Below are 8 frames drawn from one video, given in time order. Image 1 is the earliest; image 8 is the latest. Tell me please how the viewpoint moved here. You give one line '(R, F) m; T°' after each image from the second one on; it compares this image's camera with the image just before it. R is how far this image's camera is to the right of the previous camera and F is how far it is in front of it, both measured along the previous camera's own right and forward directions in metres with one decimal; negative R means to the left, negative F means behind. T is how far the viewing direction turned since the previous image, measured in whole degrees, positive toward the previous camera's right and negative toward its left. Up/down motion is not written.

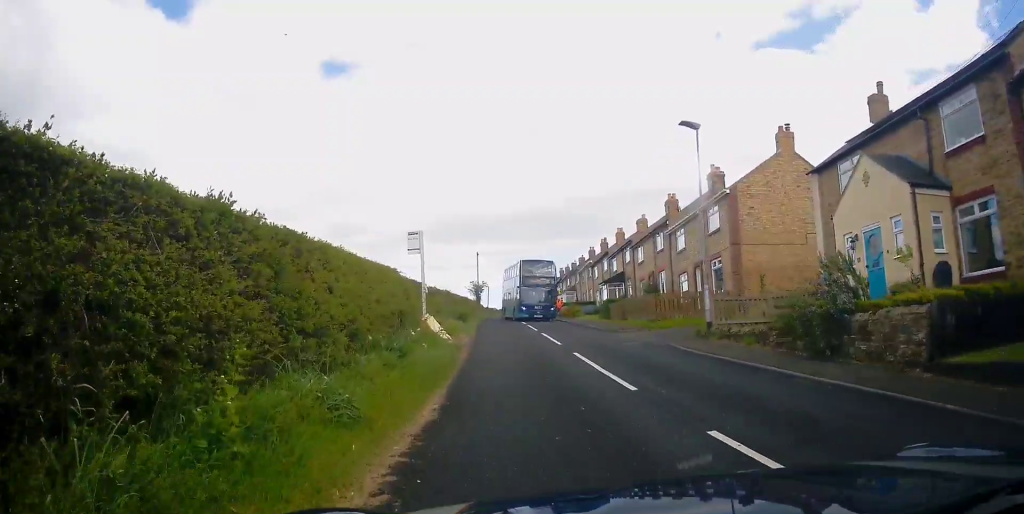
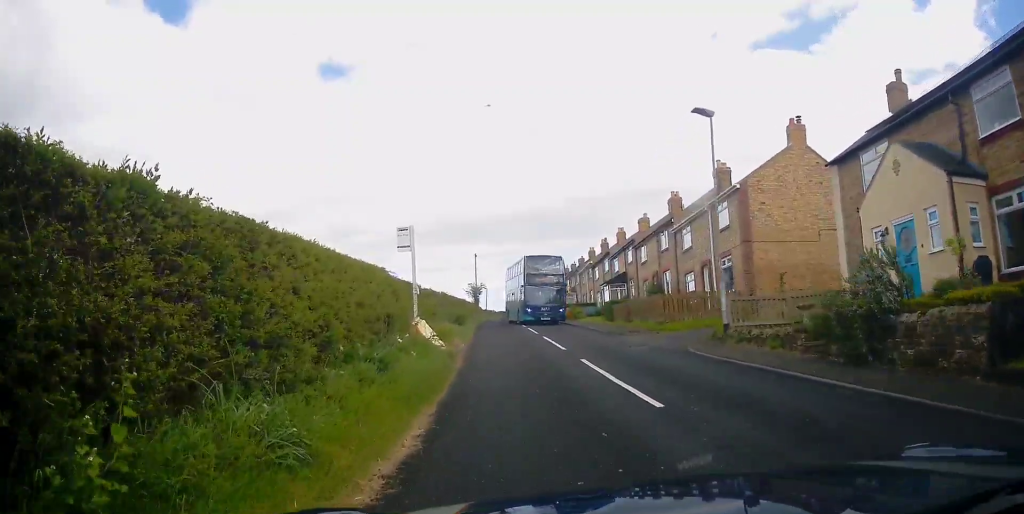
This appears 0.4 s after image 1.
(0.0, +1.7) m; +1°
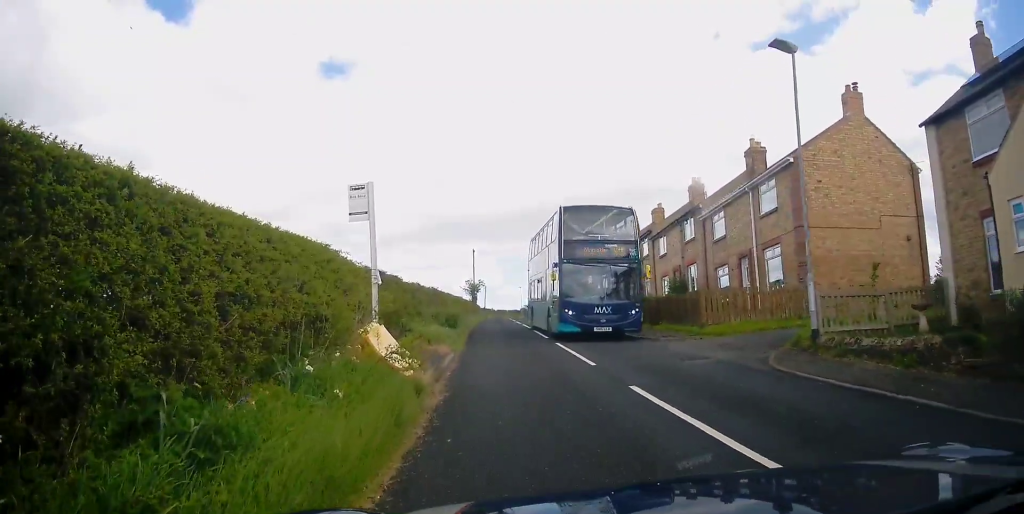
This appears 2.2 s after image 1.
(+0.2, +6.1) m; +4°
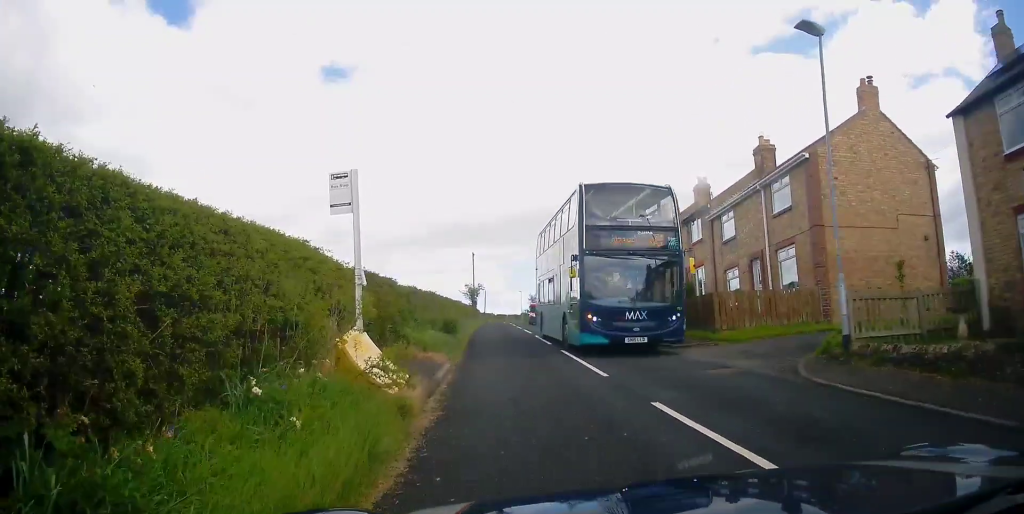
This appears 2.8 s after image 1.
(0.0, +1.3) m; +2°
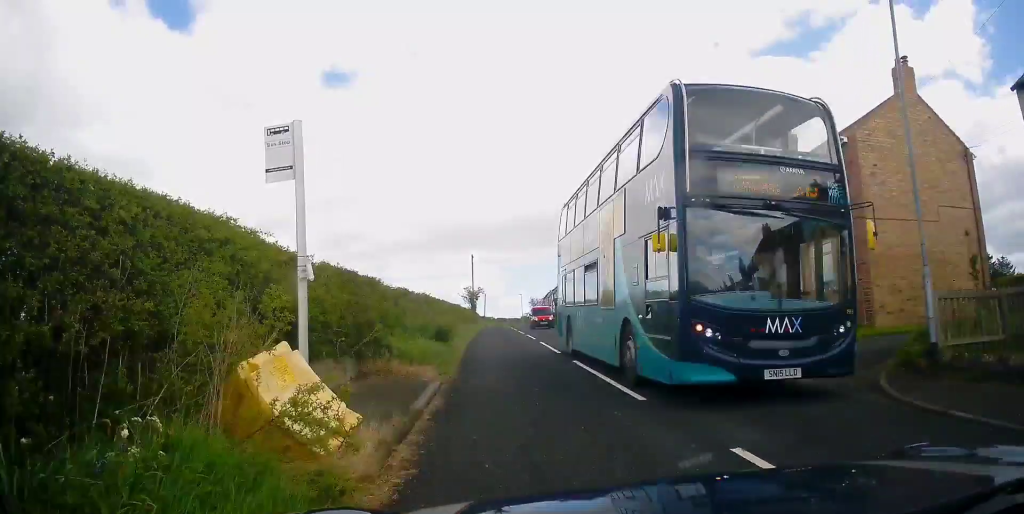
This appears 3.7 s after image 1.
(+0.1, +2.0) m; 0°
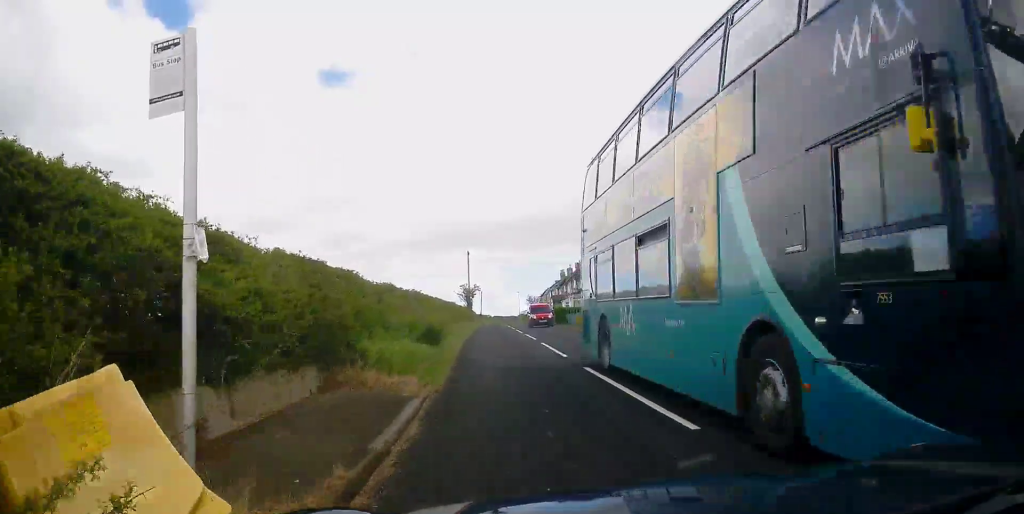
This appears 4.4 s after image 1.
(-0.1, +1.8) m; -5°
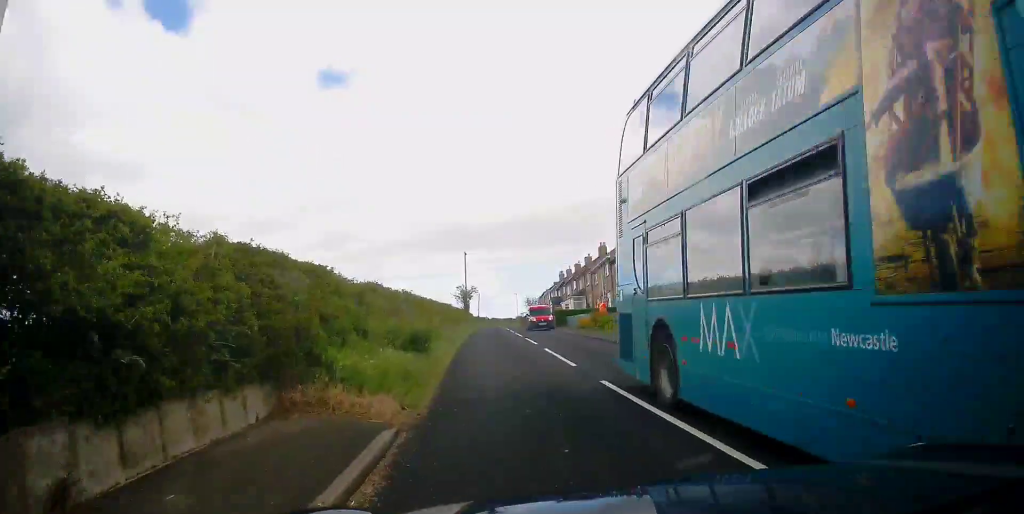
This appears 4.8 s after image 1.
(0.0, +1.4) m; -3°
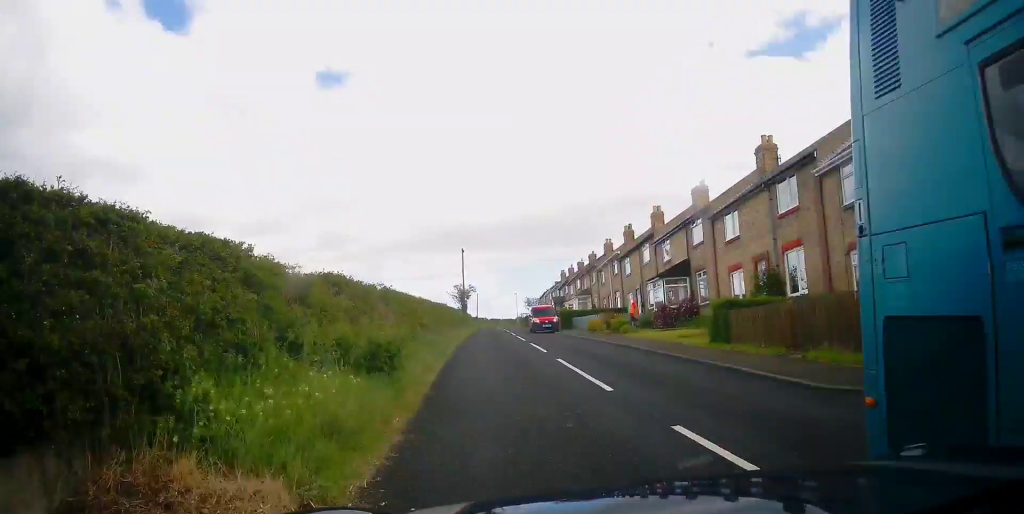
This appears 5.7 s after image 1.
(-0.2, +3.1) m; +3°
